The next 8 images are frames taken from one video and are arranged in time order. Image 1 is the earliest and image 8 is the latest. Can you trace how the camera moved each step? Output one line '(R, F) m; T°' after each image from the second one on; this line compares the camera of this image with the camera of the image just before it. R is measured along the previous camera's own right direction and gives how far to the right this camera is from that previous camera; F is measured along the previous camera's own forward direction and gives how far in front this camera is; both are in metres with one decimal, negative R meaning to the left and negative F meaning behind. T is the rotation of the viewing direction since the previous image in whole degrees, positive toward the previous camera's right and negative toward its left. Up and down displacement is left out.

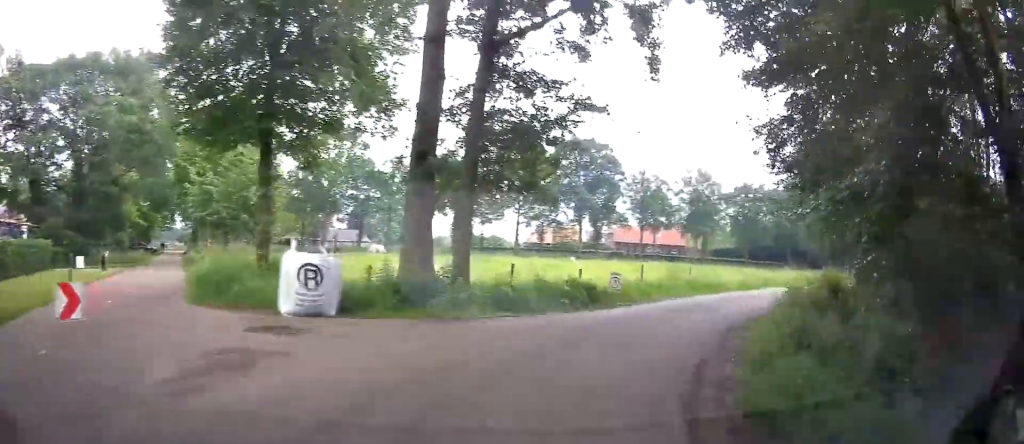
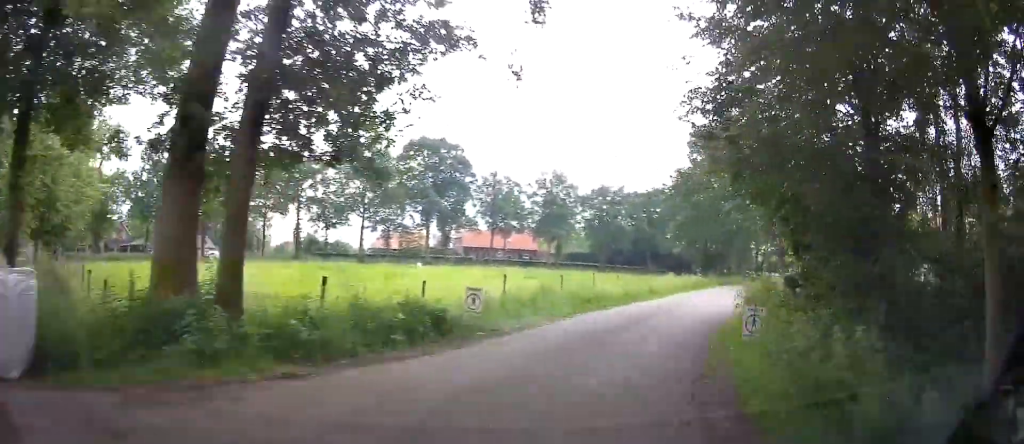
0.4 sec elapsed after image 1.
(+0.6, +5.3) m; +8°
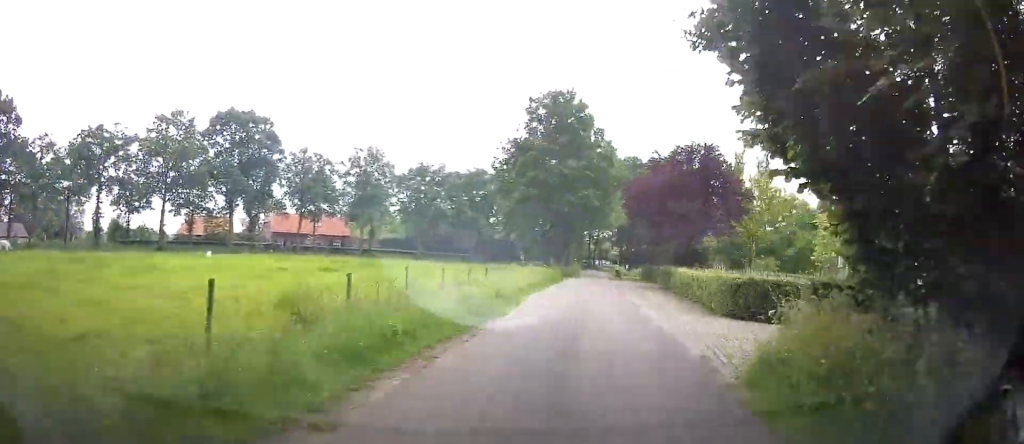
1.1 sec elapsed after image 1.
(+0.7, +9.7) m; +6°
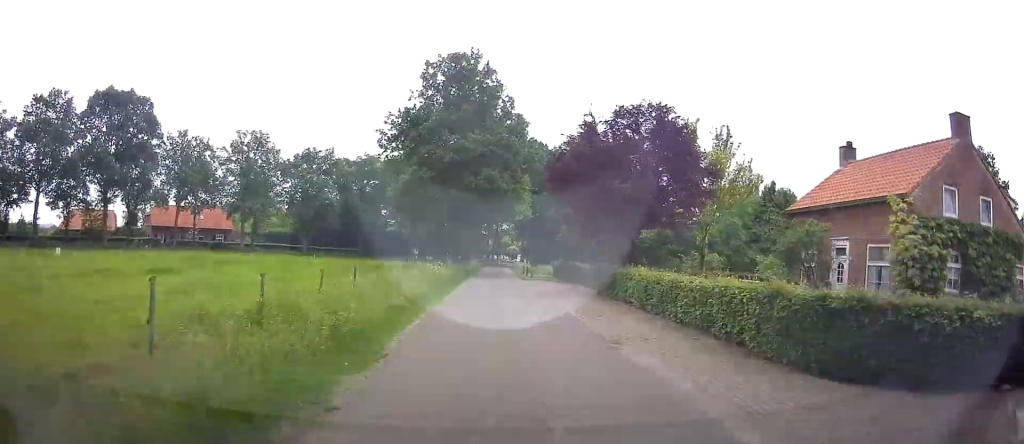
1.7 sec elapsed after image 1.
(+0.4, +8.4) m; +2°
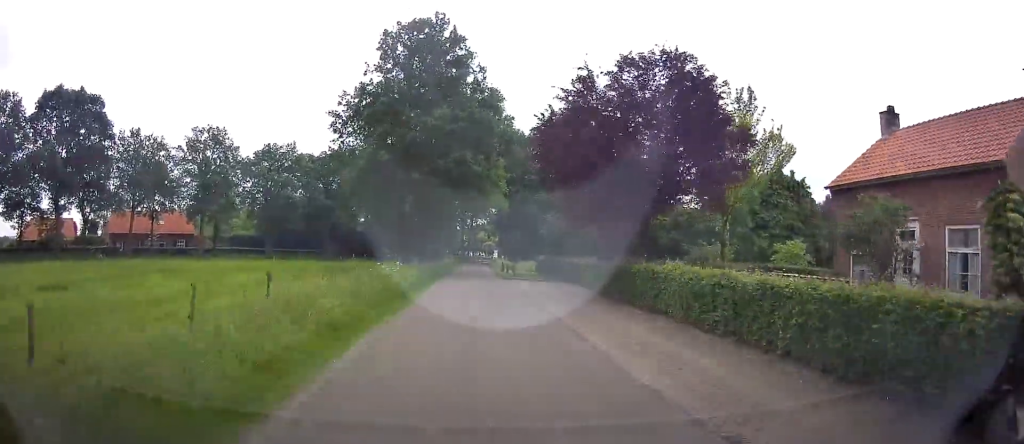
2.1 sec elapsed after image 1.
(+0.1, +6.0) m; +1°
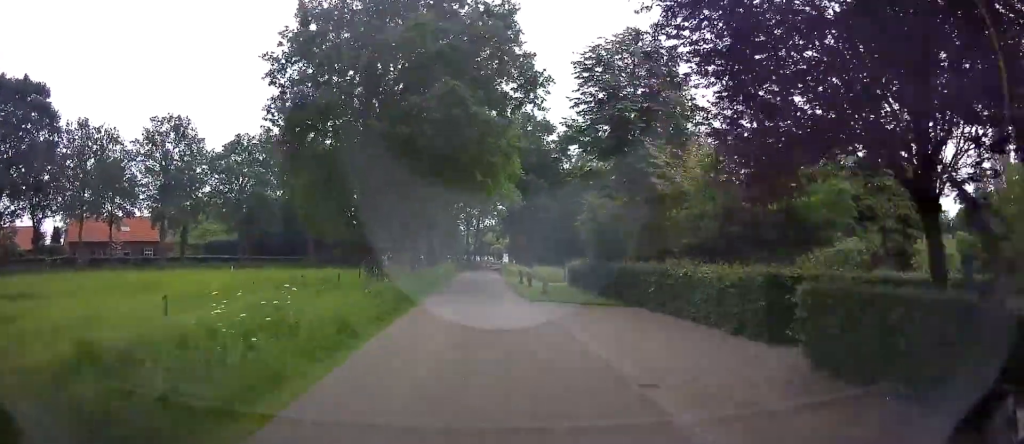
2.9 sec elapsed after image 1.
(+0.1, +13.4) m; 0°
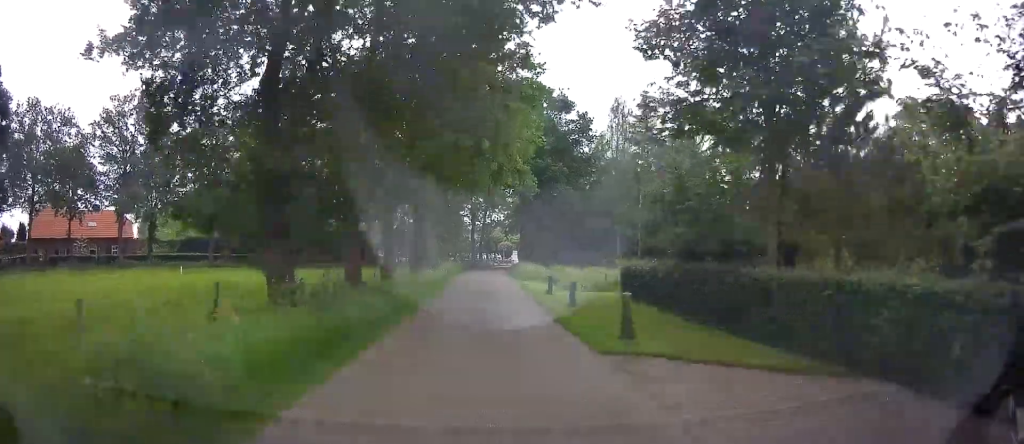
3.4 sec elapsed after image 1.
(0.0, +9.9) m; 0°
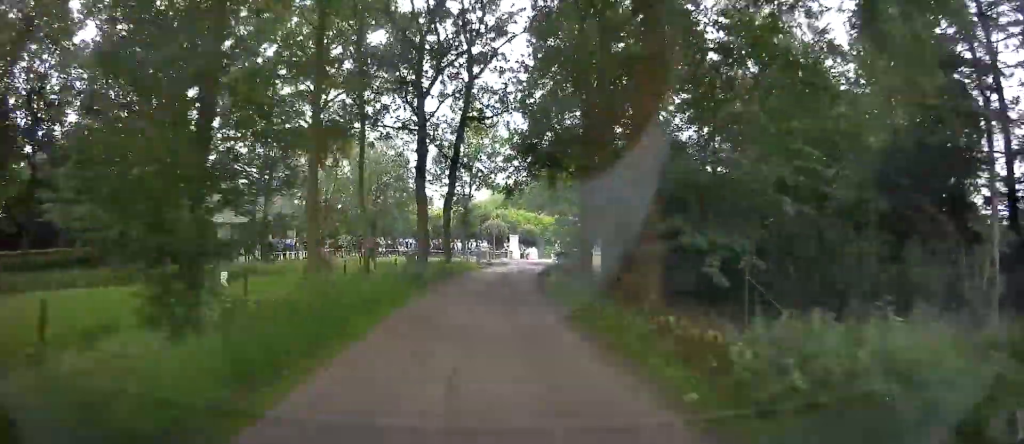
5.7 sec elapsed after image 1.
(-0.2, +43.1) m; 0°
